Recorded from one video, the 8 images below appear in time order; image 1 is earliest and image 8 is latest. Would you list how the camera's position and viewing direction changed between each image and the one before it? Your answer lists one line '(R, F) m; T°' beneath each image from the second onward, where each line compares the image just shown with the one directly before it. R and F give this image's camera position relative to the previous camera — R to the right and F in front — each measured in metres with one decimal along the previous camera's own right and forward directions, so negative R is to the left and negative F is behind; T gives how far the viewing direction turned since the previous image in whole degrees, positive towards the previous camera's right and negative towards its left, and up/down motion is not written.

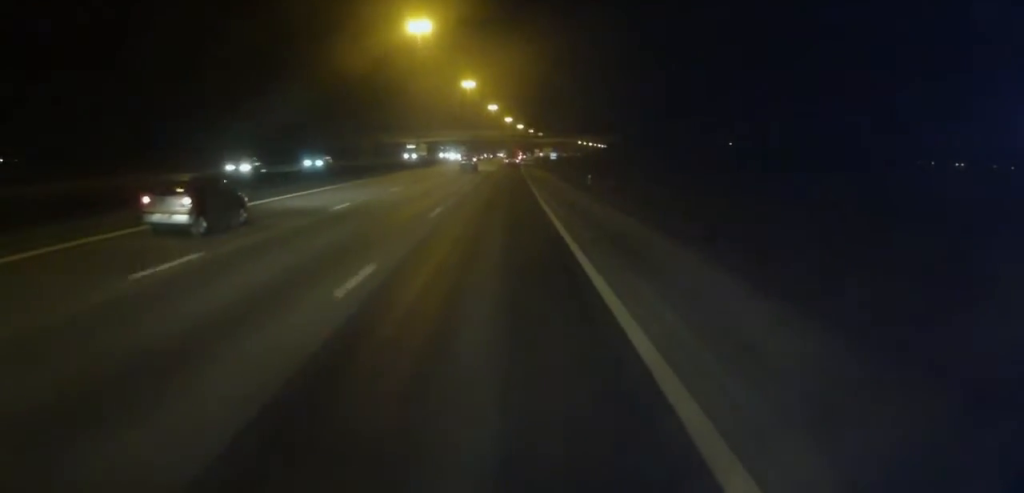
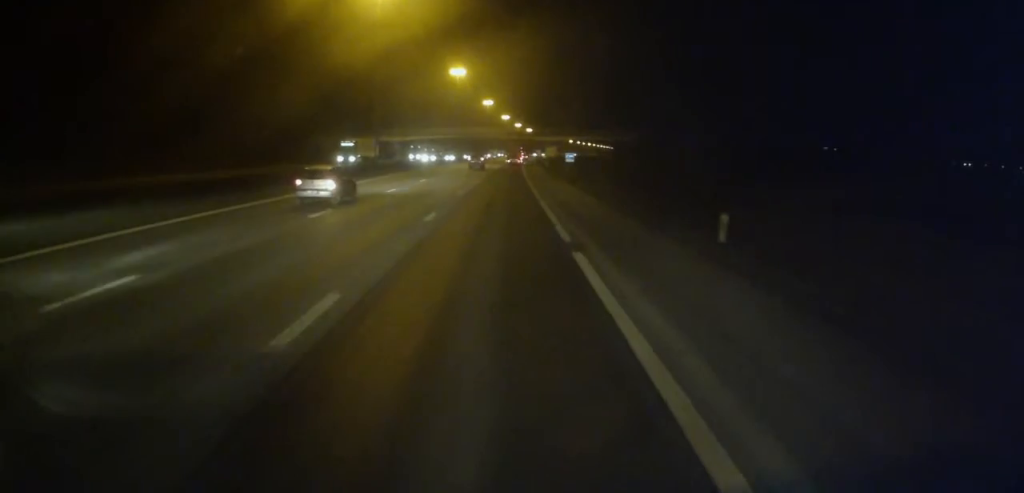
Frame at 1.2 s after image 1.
(-0.1, +27.4) m; 0°
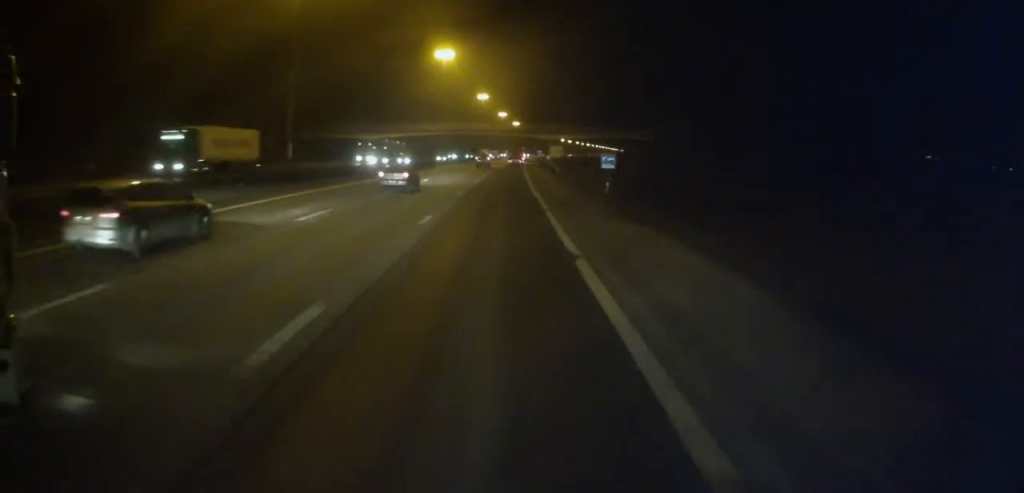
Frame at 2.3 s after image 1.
(+0.1, +25.9) m; 0°
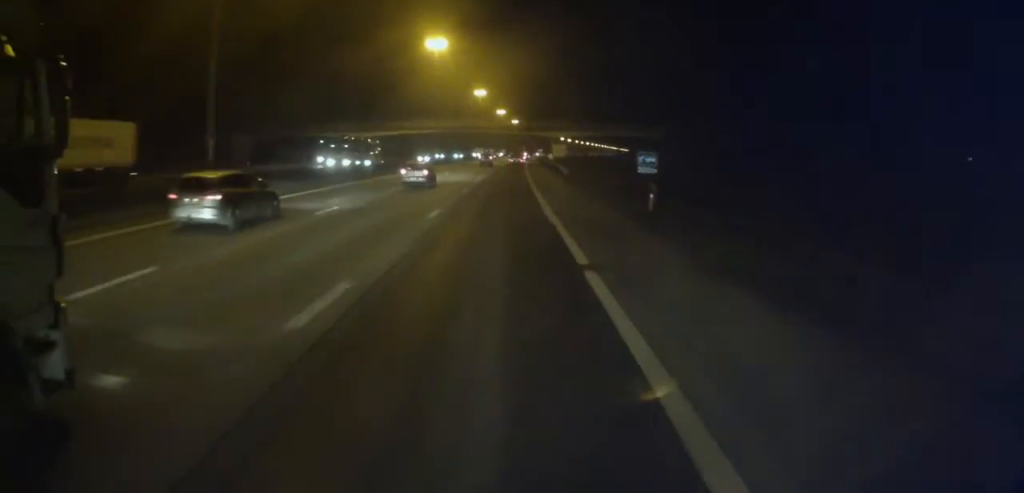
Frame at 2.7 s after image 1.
(0.0, +11.0) m; +1°
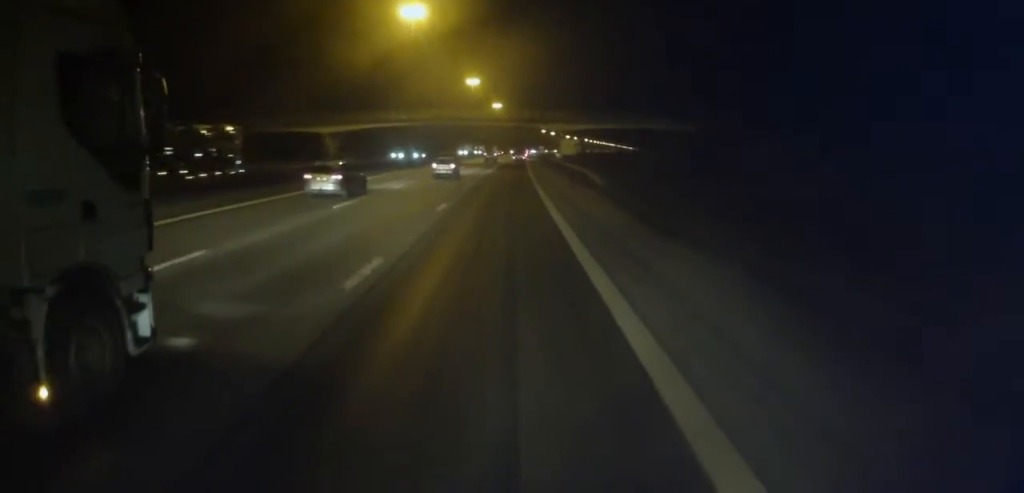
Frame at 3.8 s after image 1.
(+0.3, +24.3) m; +1°
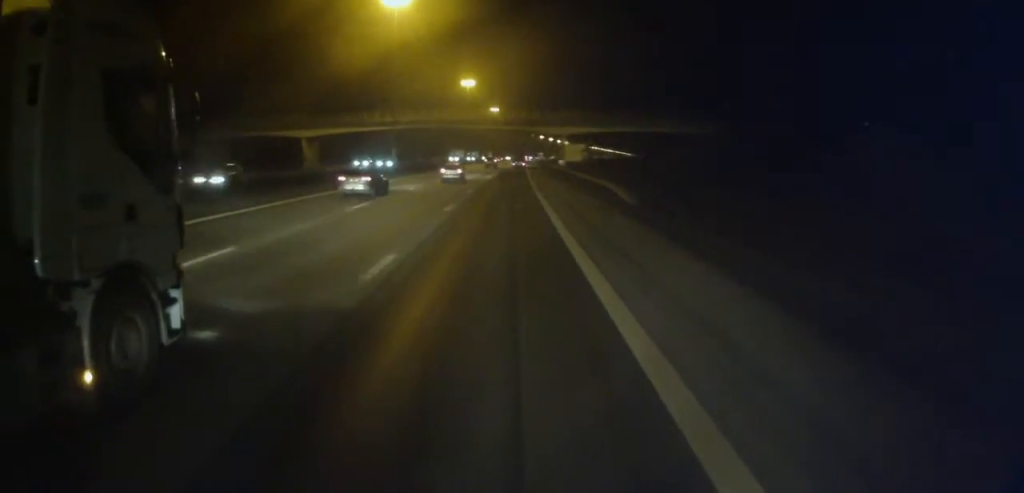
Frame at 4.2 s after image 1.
(+0.1, +11.0) m; 0°
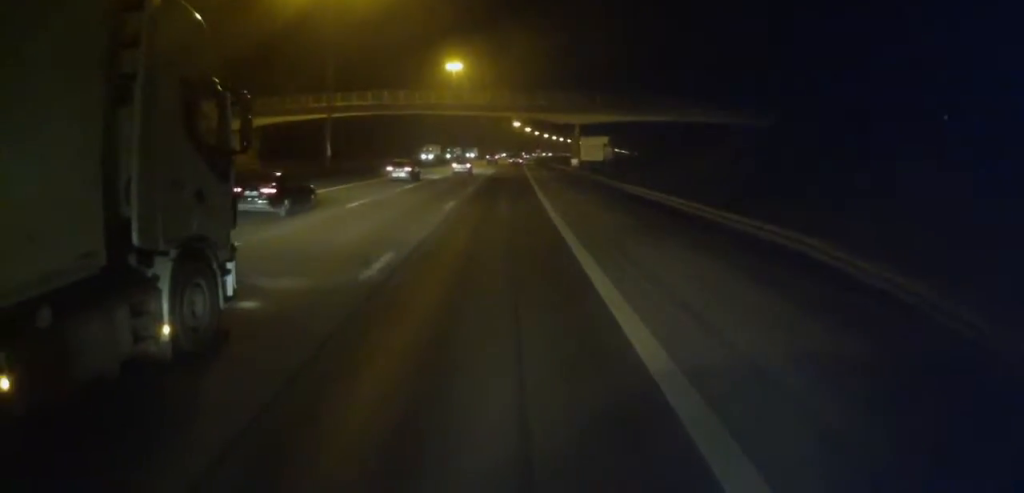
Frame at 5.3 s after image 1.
(-0.4, +25.0) m; 0°
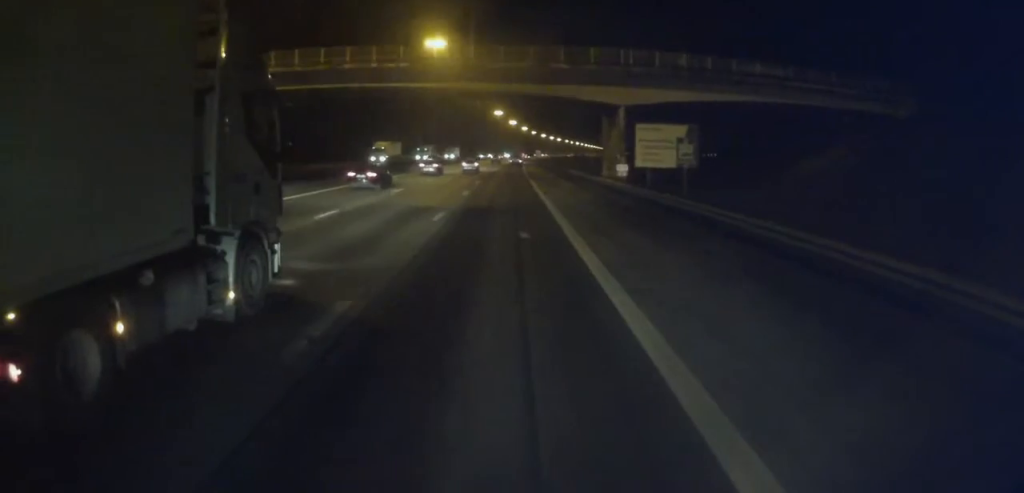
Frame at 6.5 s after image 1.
(+0.2, +28.9) m; 0°
